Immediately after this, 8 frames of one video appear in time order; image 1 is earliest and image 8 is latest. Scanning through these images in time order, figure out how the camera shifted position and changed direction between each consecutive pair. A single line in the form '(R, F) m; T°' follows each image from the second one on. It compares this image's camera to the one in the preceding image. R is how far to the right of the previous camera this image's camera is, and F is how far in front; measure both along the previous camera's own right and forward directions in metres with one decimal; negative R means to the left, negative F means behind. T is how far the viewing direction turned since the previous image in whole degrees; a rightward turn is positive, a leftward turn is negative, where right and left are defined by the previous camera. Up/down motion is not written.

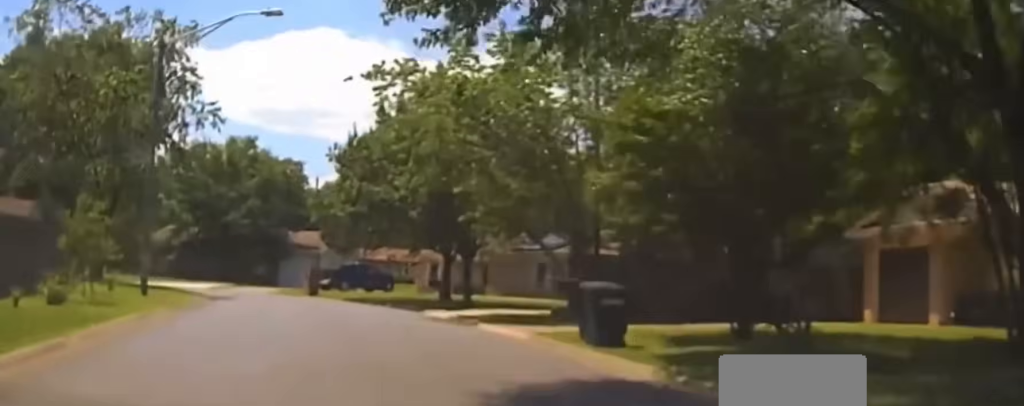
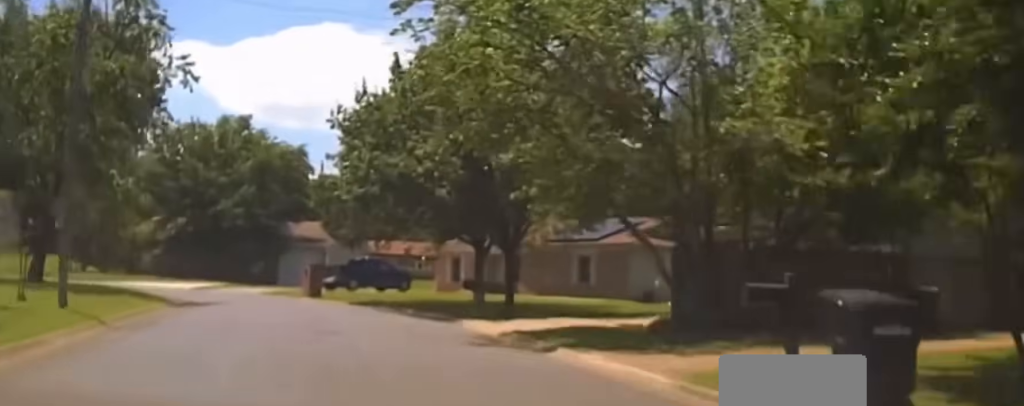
(-0.4, +7.8) m; -2°
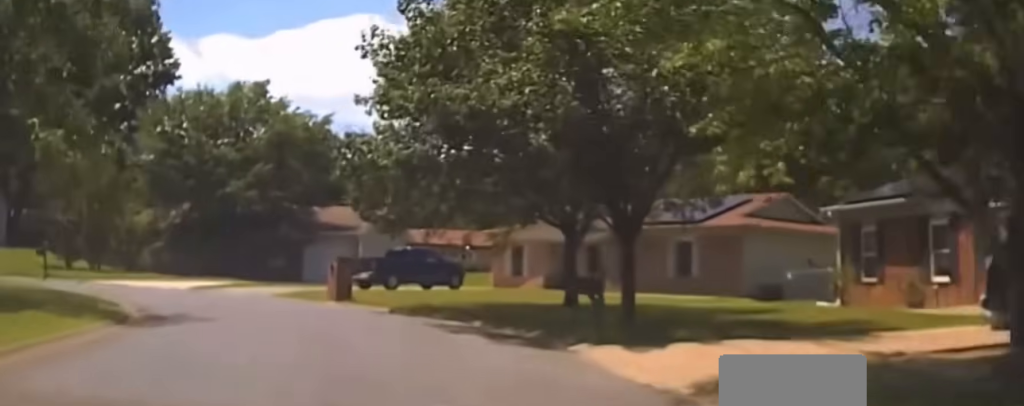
(-0.3, +9.3) m; -3°
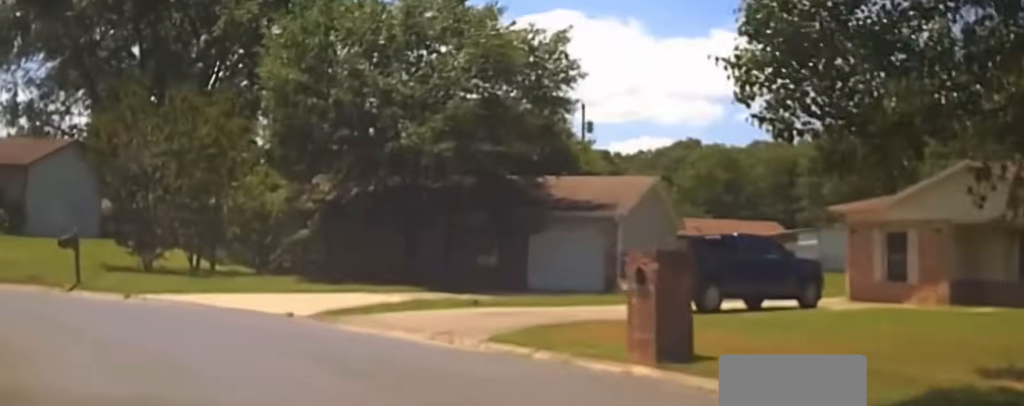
(-1.6, +17.8) m; -20°
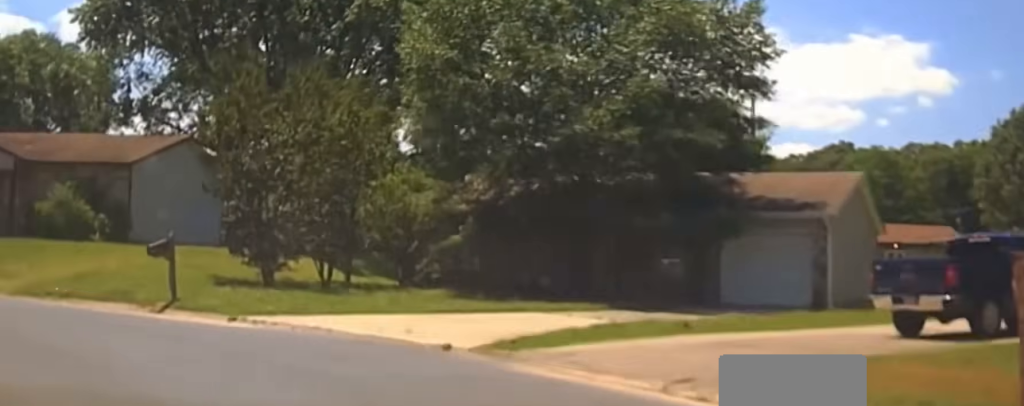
(-0.3, +5.1) m; -11°
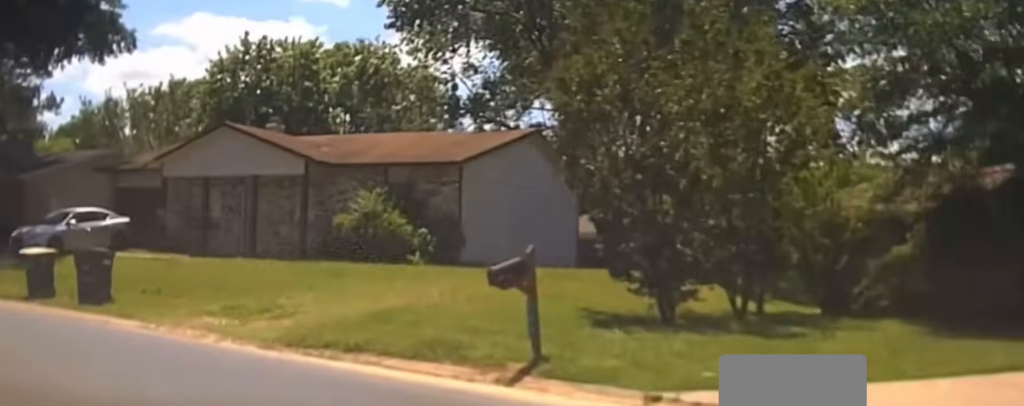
(-1.7, +8.0) m; -22°
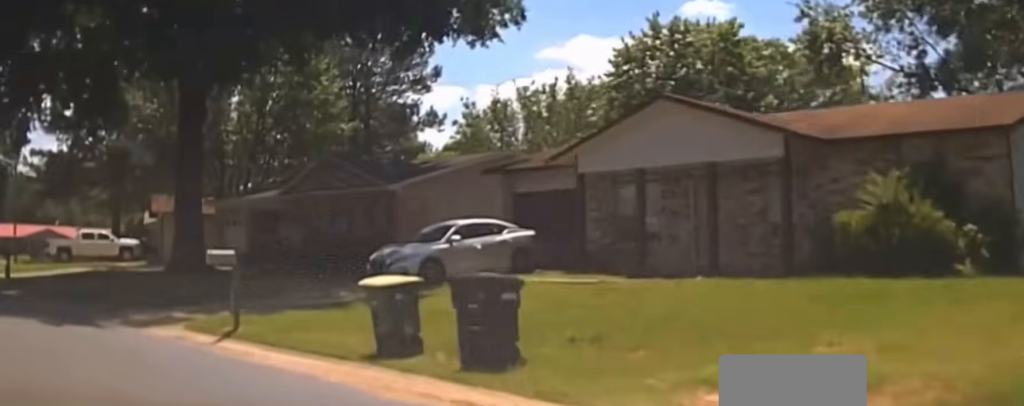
(-1.4, +7.5) m; -18°
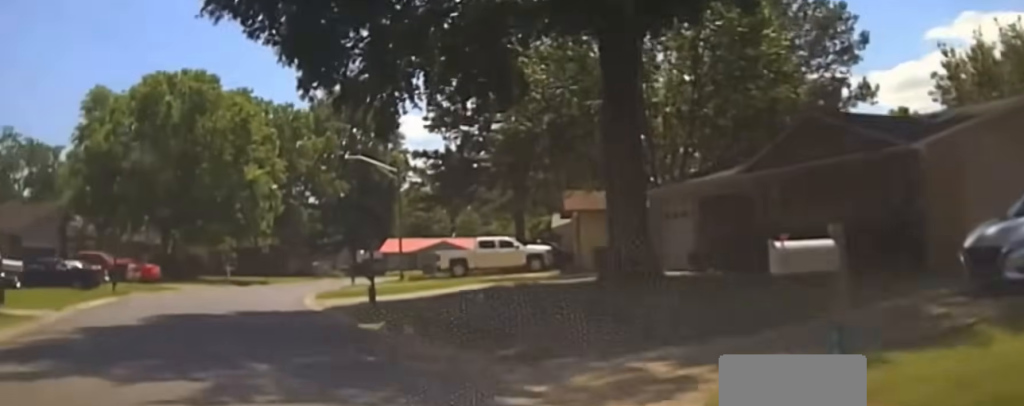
(-1.5, +9.0) m; -14°
